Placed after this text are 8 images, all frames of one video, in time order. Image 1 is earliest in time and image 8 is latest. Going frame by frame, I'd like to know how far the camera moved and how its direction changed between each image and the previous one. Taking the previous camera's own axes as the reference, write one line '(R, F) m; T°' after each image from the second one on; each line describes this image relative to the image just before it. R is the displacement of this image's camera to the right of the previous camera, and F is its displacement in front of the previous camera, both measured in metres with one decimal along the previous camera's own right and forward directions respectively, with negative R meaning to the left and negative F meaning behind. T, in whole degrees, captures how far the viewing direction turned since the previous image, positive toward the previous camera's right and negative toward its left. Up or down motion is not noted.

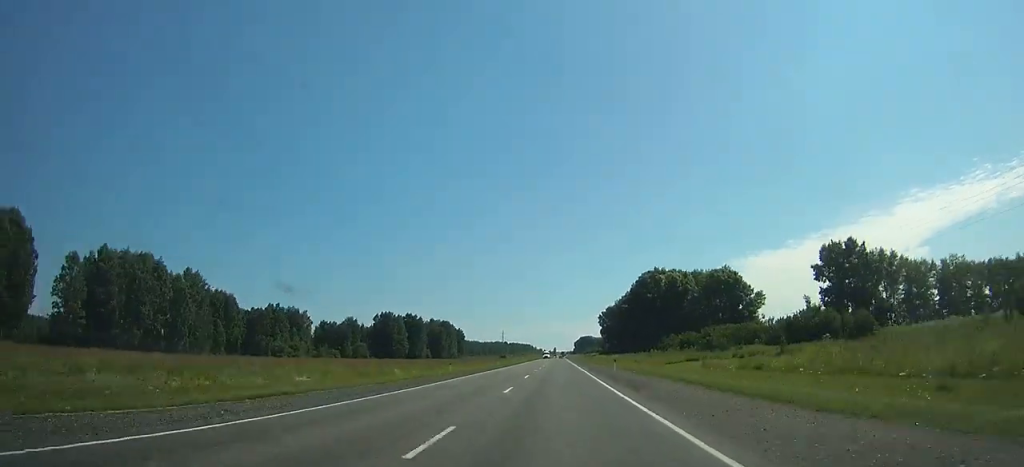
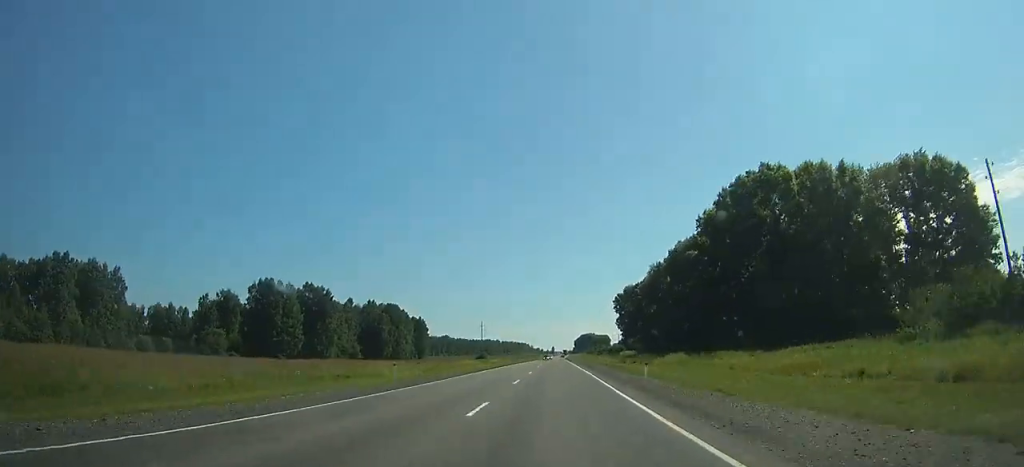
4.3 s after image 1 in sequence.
(-0.2, +115.5) m; 0°
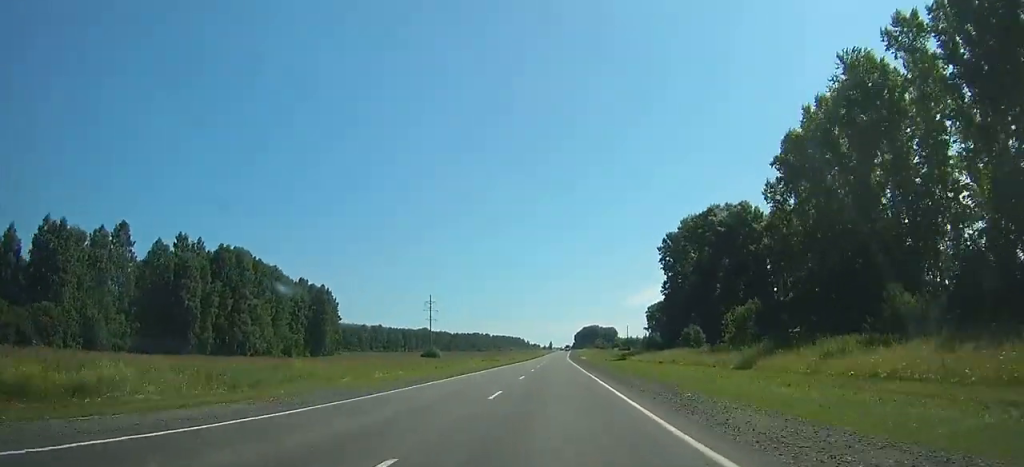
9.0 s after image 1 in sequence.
(+0.2, +127.9) m; 0°
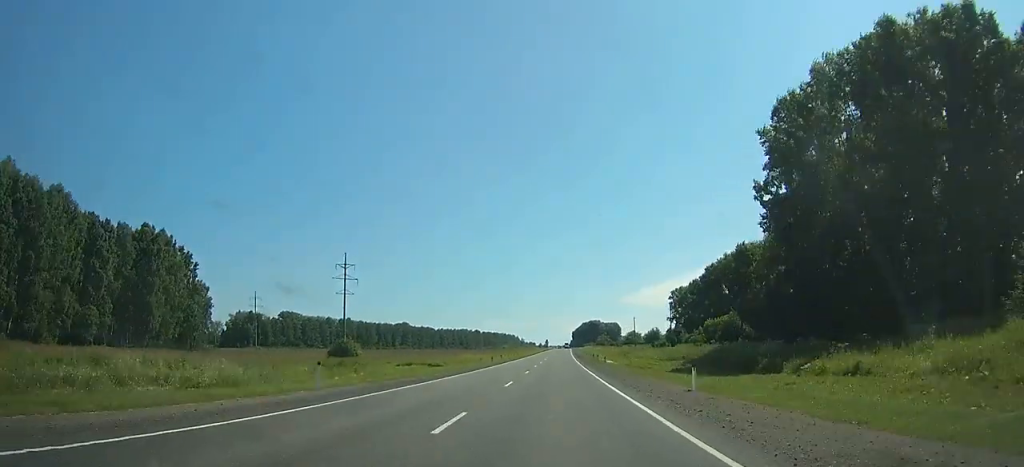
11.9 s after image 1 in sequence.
(+0.1, +78.5) m; 0°
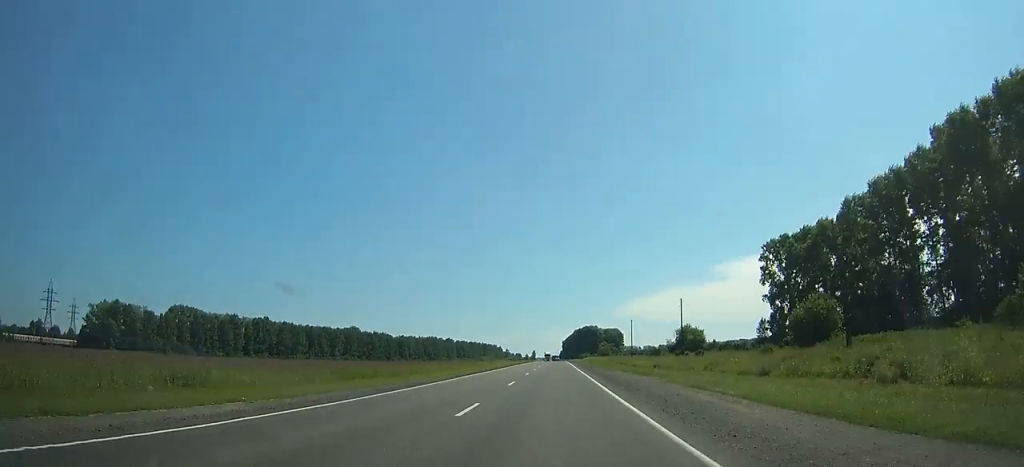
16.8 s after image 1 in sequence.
(+1.2, +130.4) m; +1°
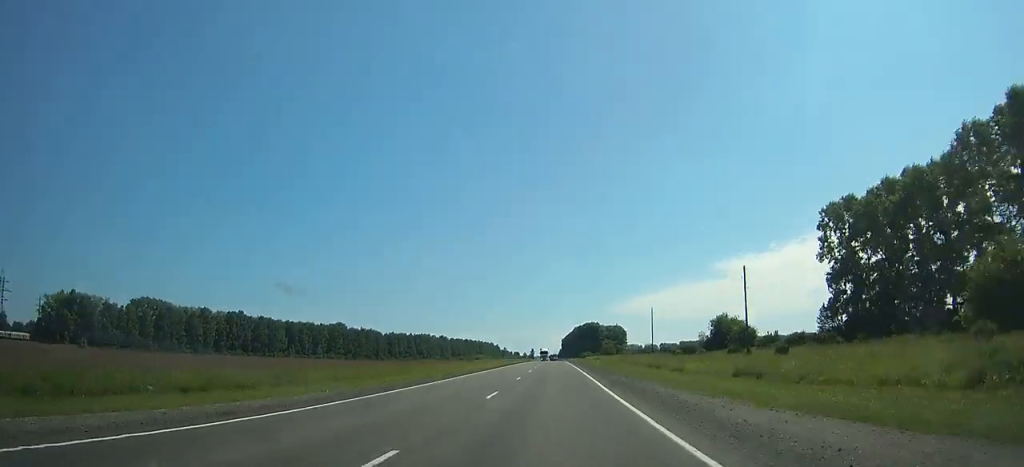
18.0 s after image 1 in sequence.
(+0.1, +31.5) m; 0°
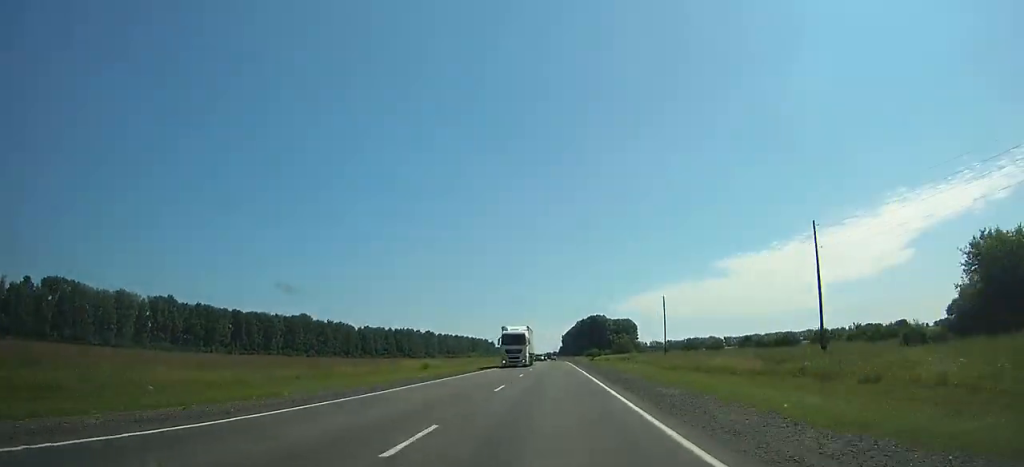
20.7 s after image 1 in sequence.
(0.0, +70.6) m; 0°
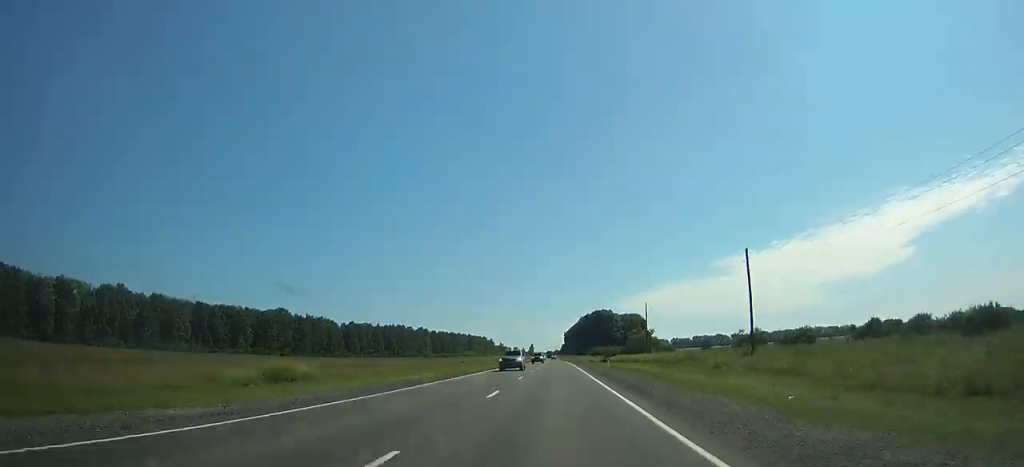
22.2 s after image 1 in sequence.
(0.0, +39.2) m; 0°
